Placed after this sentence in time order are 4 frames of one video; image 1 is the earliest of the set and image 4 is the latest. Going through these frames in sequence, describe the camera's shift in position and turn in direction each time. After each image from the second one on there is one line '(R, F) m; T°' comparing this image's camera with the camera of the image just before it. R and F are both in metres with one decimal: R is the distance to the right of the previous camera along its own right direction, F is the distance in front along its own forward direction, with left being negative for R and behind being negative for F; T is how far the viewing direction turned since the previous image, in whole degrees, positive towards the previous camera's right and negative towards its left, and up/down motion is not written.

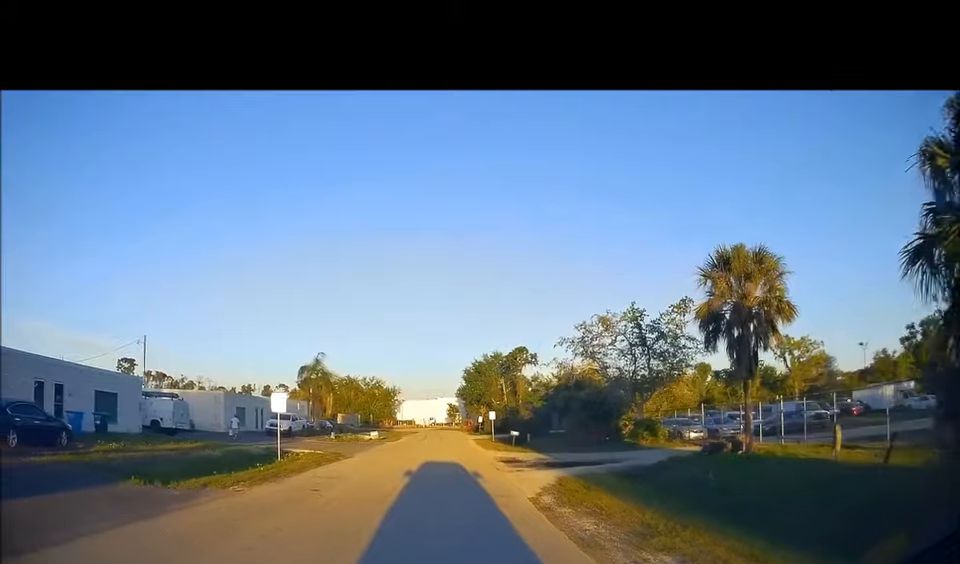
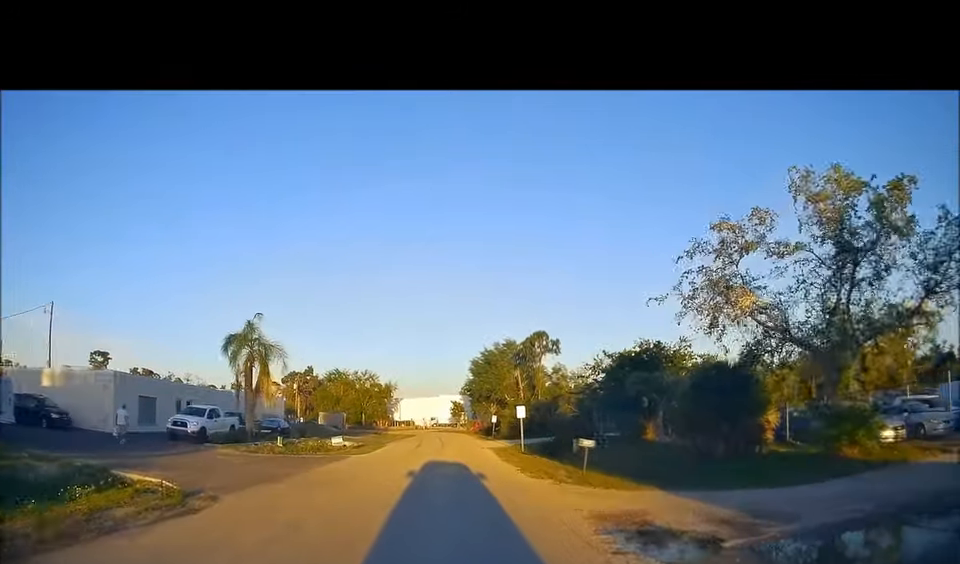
(-0.2, +16.7) m; -1°
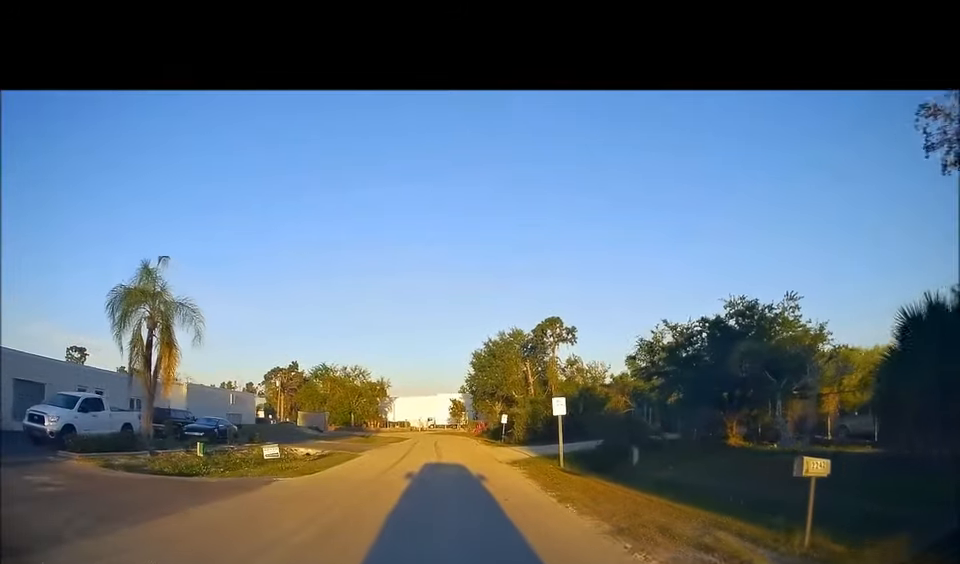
(0.0, +11.0) m; 0°
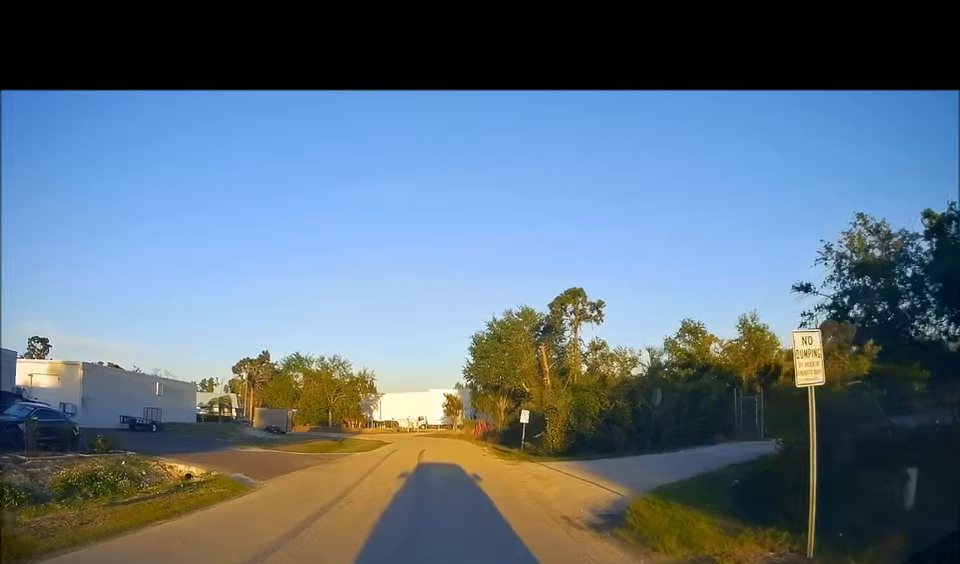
(0.0, +15.0) m; 0°
